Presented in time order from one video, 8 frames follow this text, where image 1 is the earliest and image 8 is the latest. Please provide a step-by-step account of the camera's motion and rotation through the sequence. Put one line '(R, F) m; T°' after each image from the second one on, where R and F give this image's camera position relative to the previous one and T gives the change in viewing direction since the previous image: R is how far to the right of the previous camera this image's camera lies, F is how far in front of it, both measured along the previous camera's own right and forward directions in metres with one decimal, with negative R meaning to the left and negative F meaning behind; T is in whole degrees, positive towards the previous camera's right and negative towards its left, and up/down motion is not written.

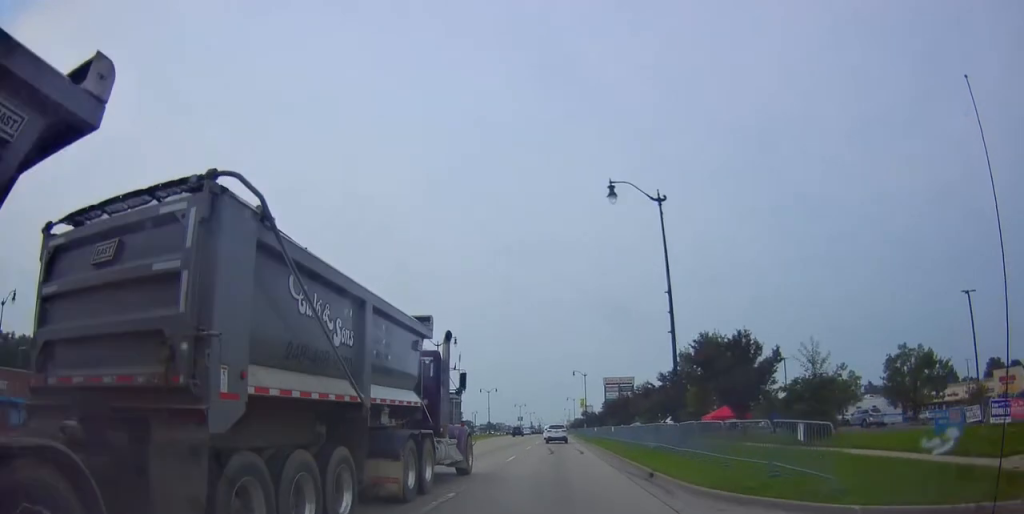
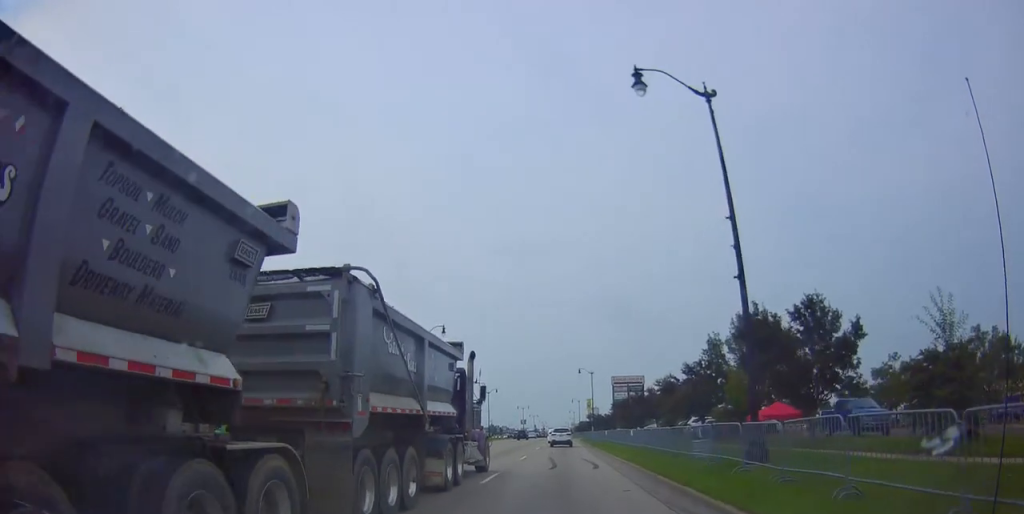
(0.0, +7.7) m; 0°
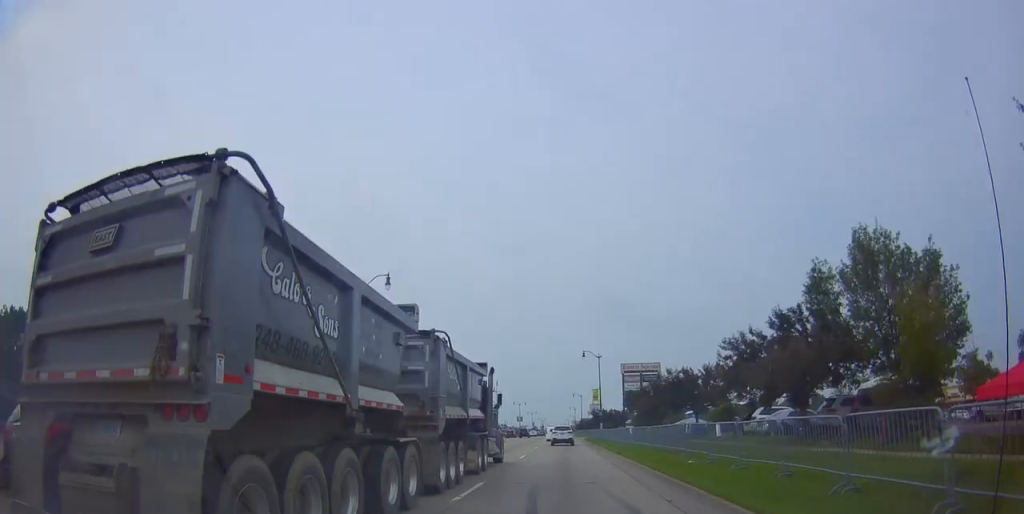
(0.0, +16.2) m; 0°
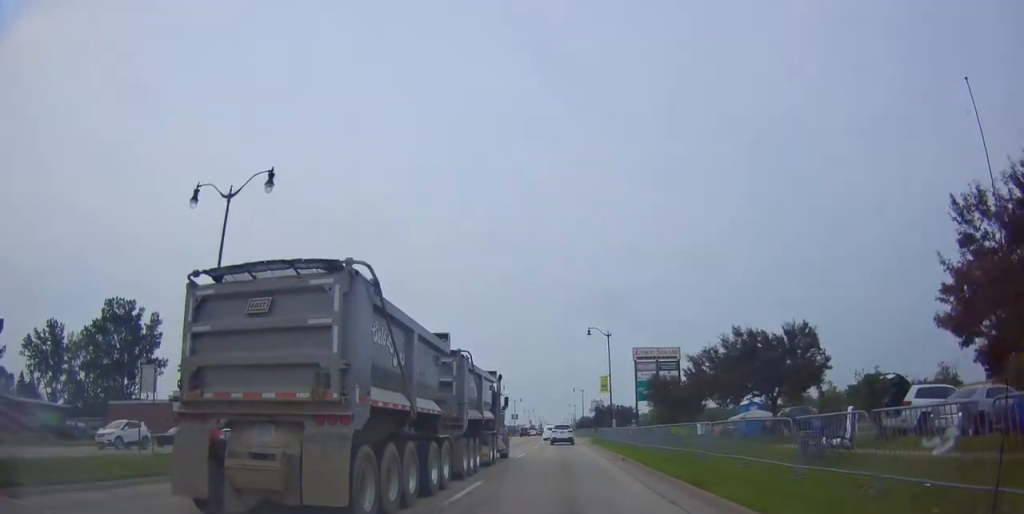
(0.0, +14.7) m; 0°
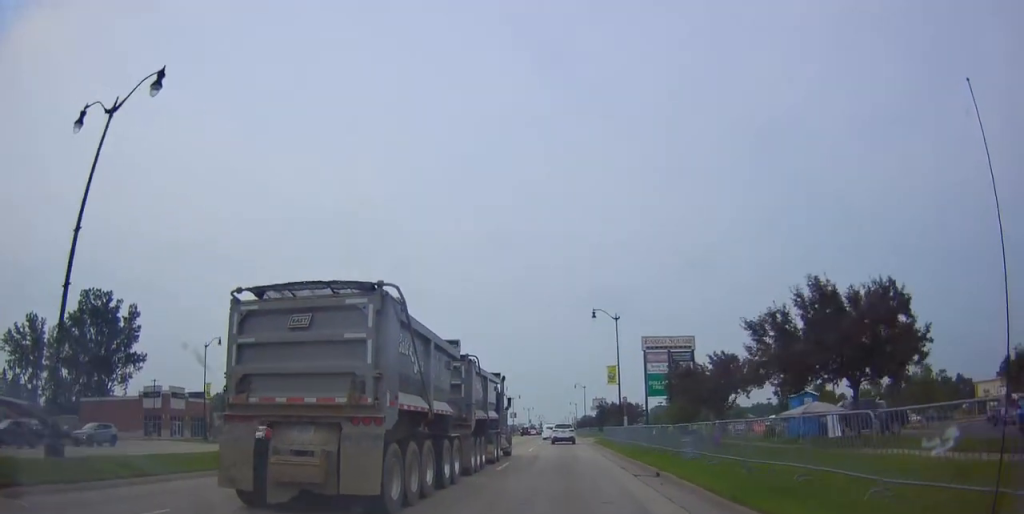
(0.0, +7.5) m; 0°
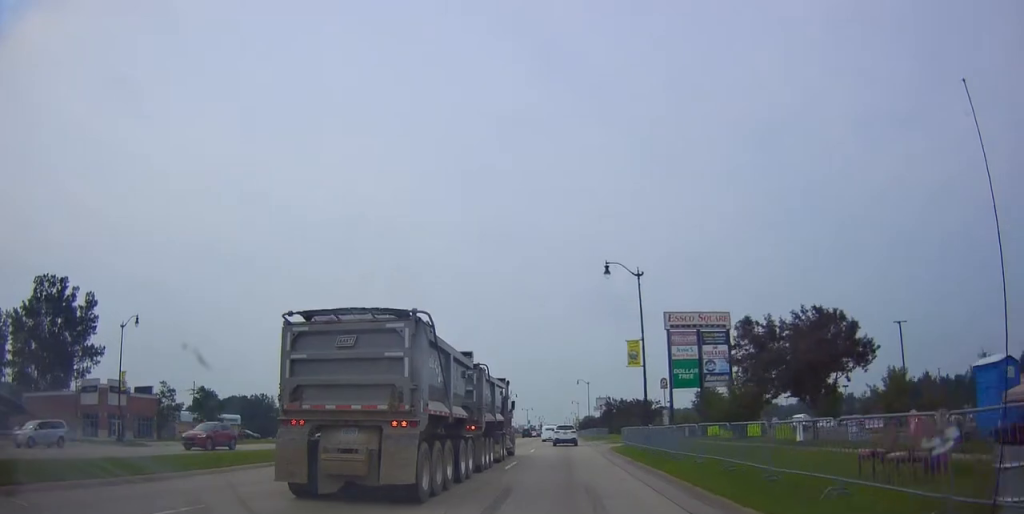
(0.0, +13.7) m; 0°
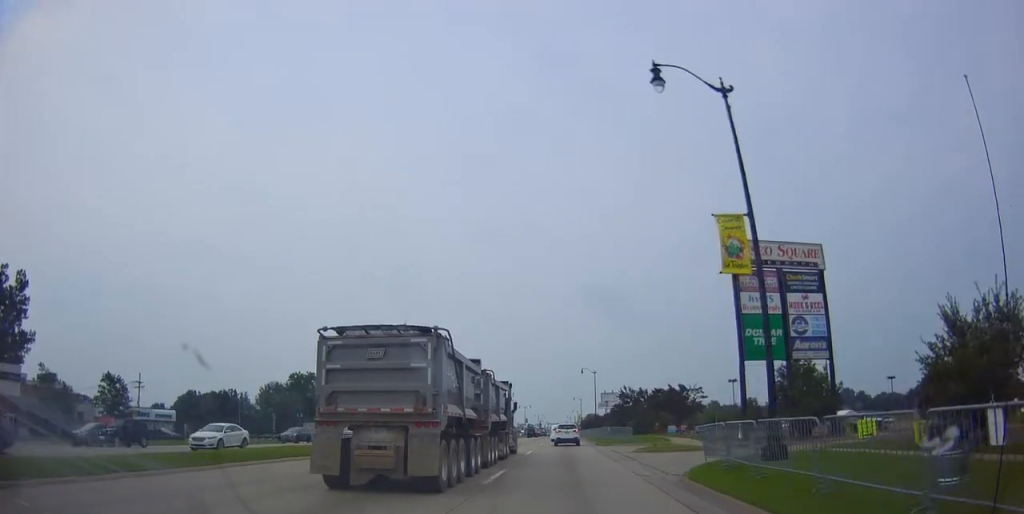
(0.0, +19.9) m; 0°
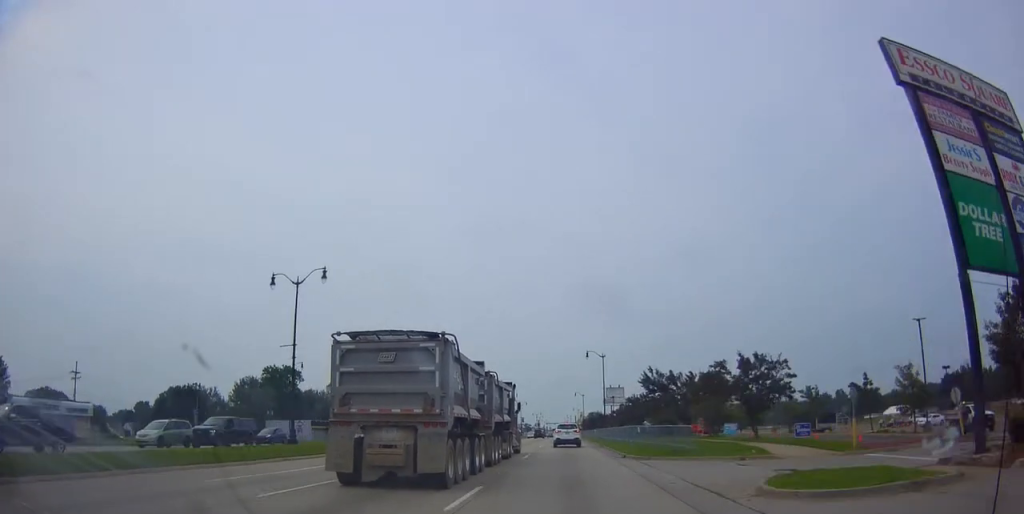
(0.0, +18.8) m; 0°
